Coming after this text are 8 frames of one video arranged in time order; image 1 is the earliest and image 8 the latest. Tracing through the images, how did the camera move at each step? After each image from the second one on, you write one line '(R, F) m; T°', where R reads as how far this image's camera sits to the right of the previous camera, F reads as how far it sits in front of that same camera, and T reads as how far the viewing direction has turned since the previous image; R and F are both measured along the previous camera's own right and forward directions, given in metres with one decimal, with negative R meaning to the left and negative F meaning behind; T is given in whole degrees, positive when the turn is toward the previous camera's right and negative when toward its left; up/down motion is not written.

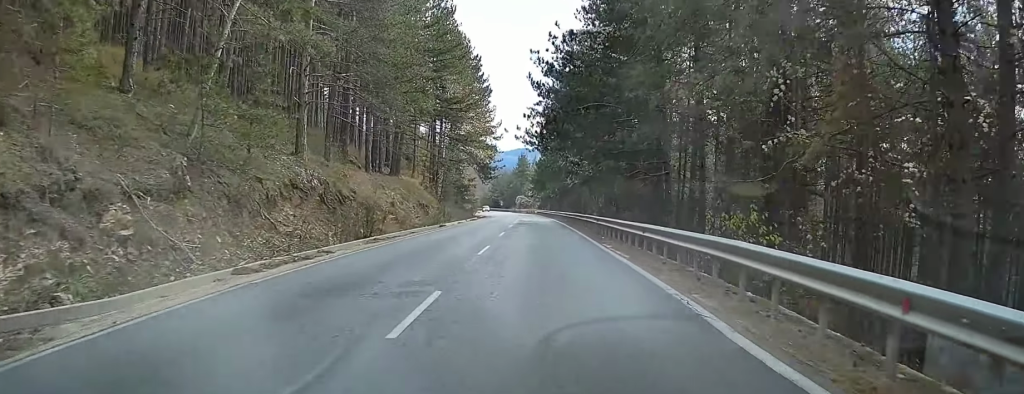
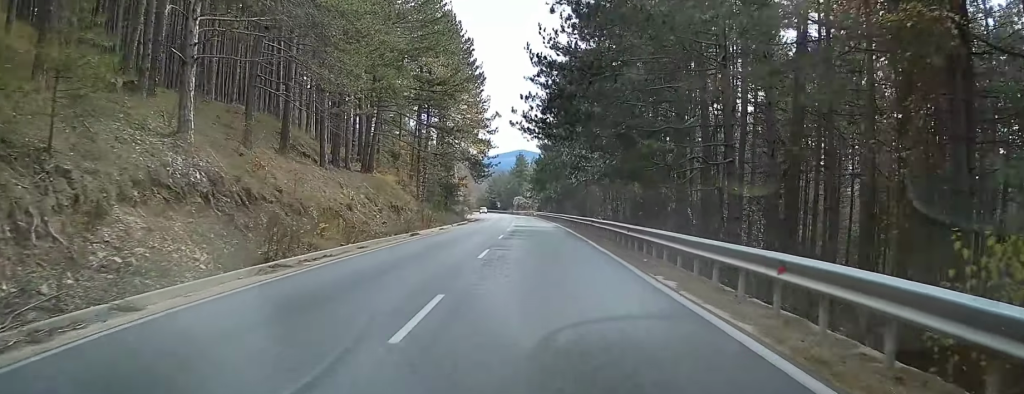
(-0.1, +9.3) m; 0°
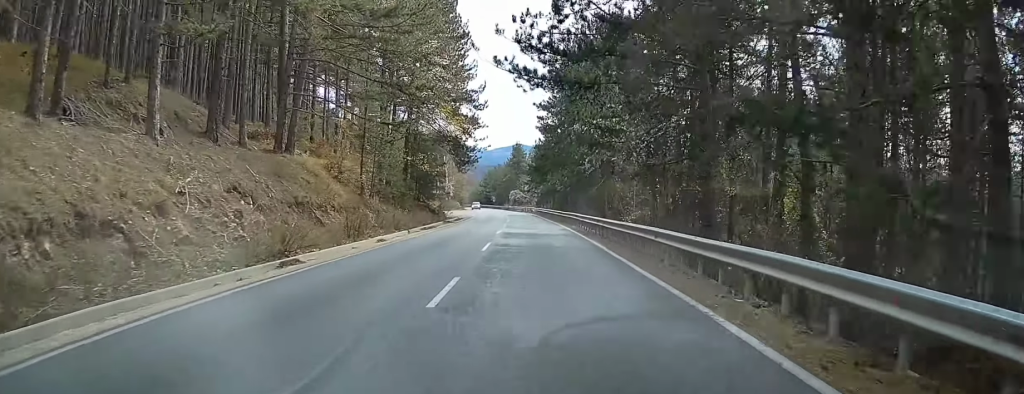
(-0.2, +16.2) m; +1°
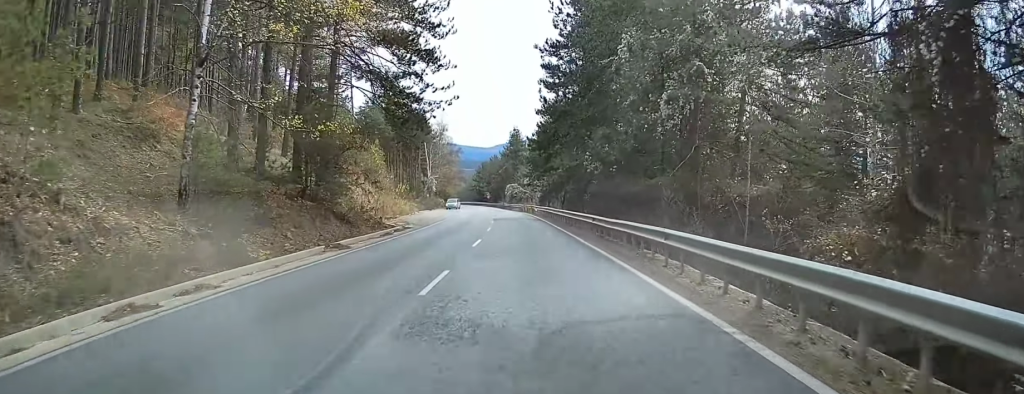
(+0.5, +26.3) m; 0°
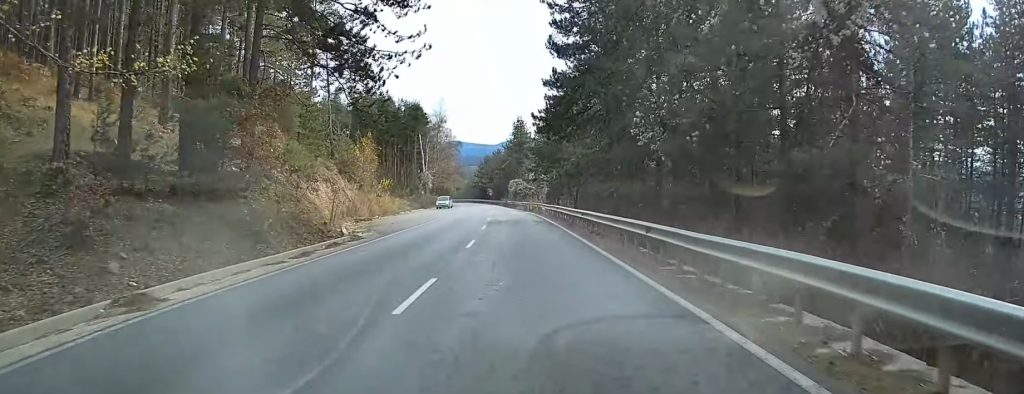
(-0.1, +10.4) m; -1°
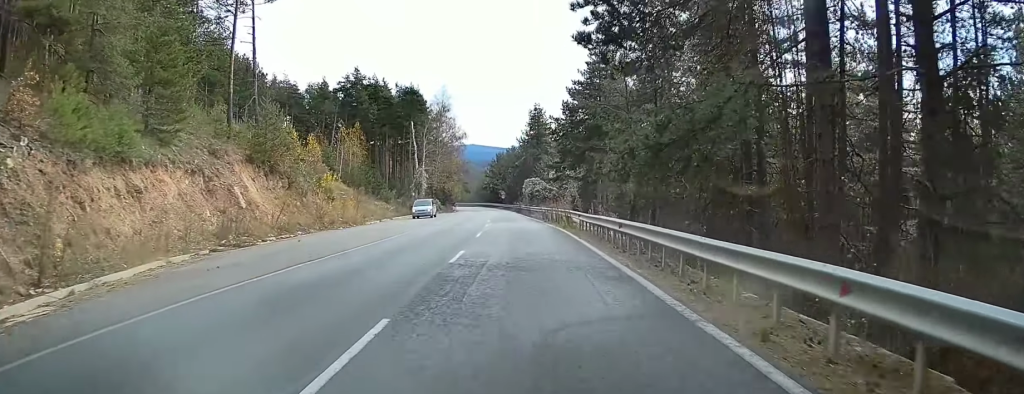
(-0.3, +21.8) m; -2°
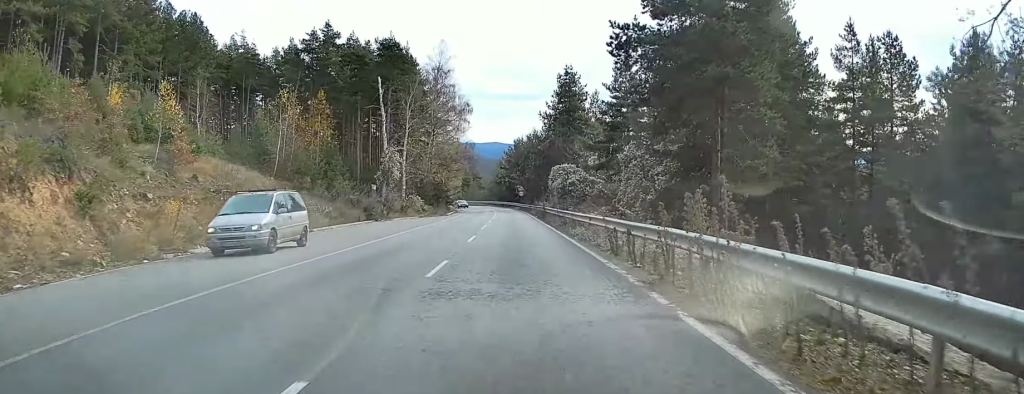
(-0.7, +29.9) m; -1°
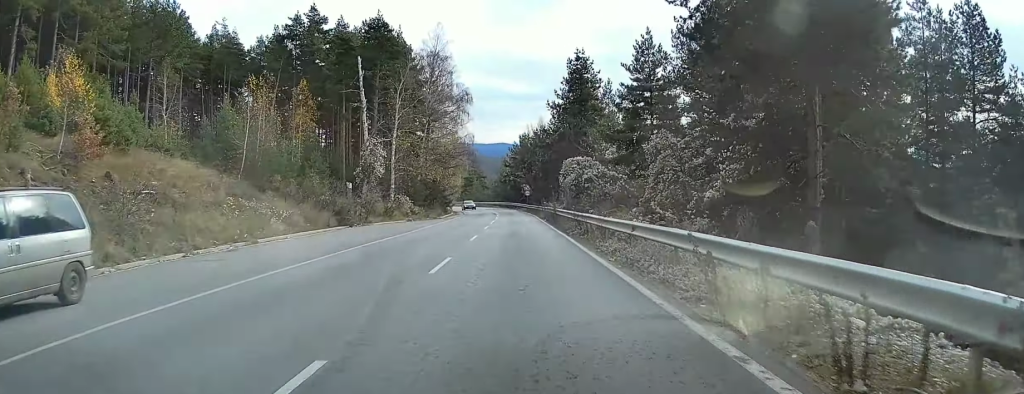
(+0.1, +8.8) m; 0°
